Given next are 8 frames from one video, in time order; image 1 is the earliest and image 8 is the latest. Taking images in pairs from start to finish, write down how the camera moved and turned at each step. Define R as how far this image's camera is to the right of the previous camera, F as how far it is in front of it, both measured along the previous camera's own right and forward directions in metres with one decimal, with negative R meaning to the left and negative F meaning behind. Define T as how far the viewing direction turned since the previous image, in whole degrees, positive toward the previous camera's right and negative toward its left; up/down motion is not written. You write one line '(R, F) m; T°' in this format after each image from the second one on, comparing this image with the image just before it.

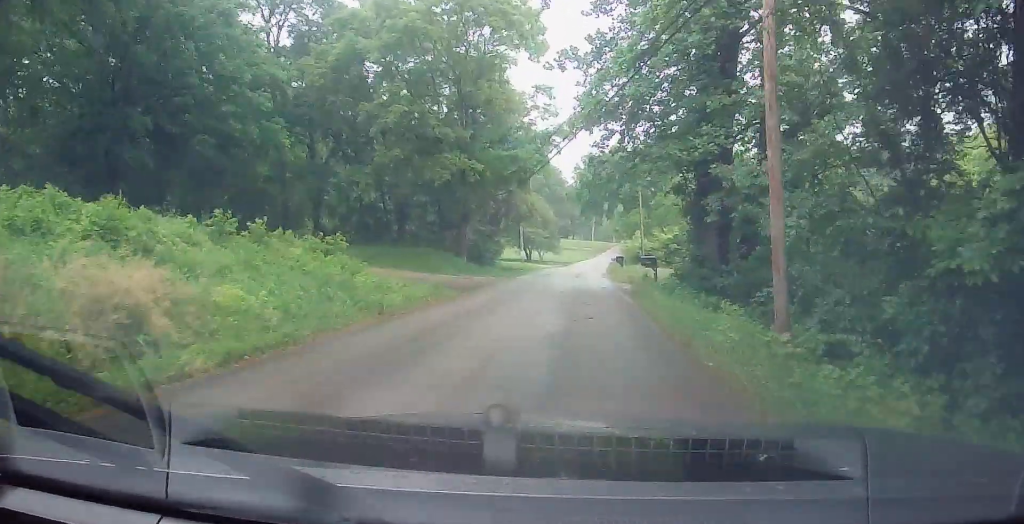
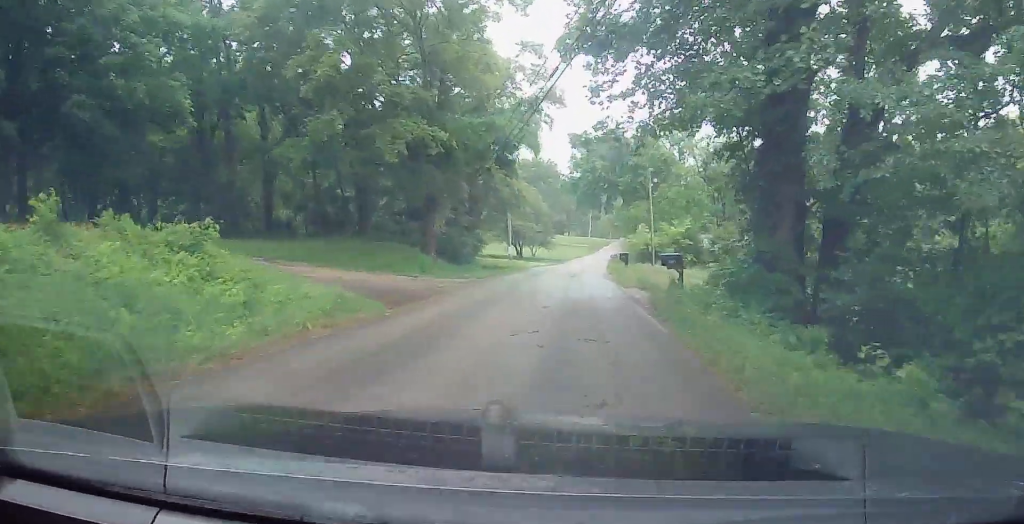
(0.0, +7.7) m; -1°
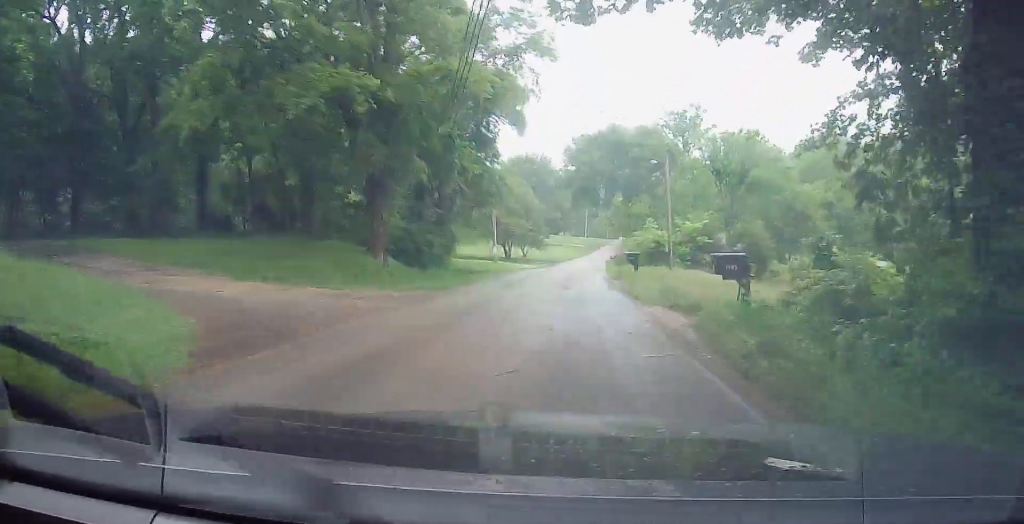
(0.0, +7.8) m; -1°
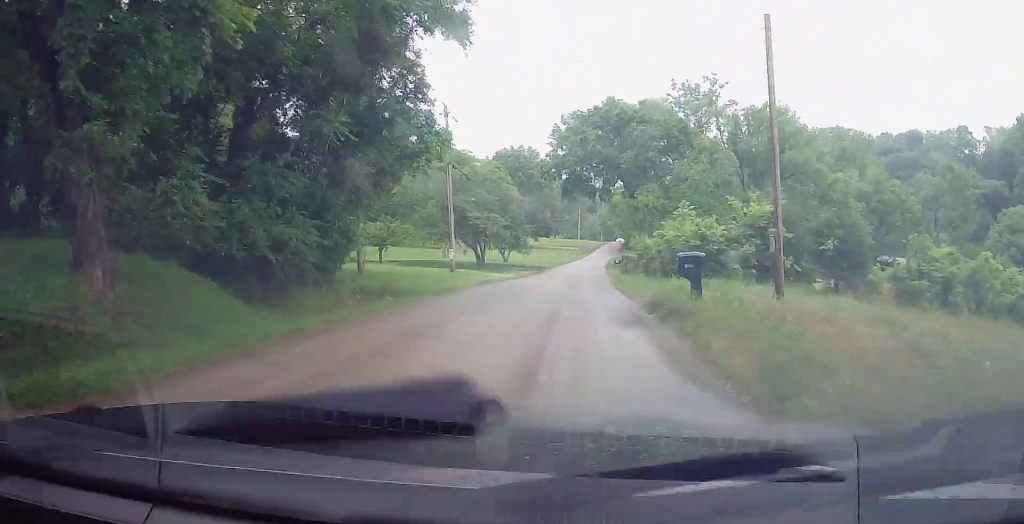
(-0.3, +15.2) m; 0°
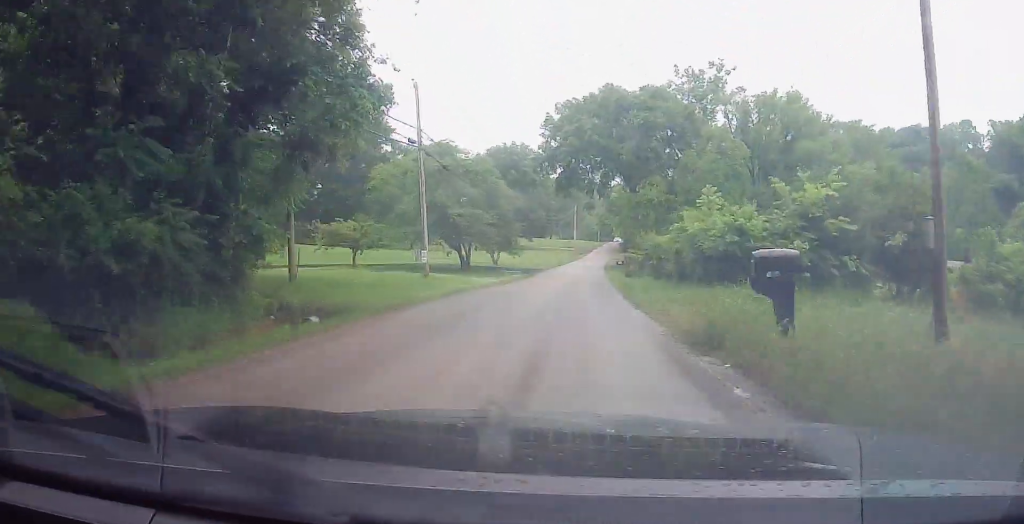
(0.0, +5.7) m; +1°
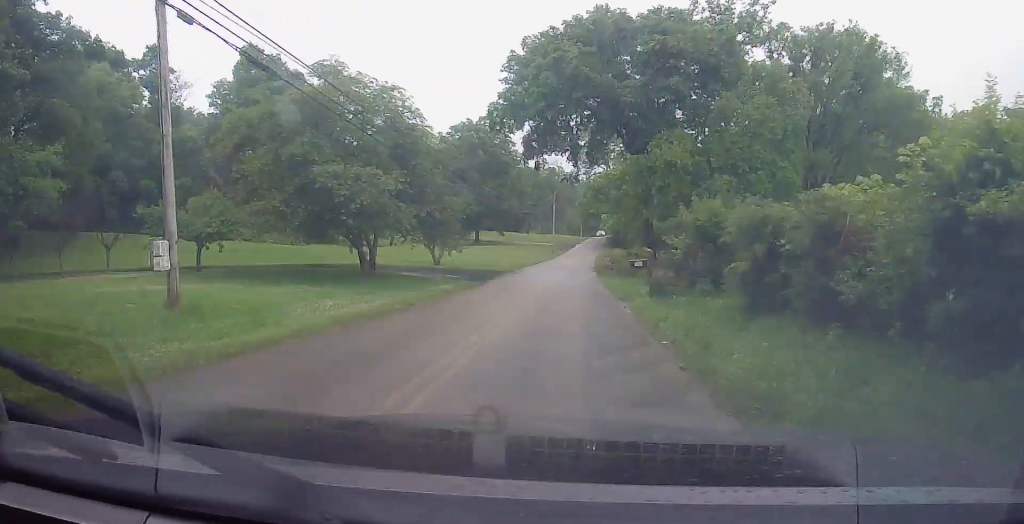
(+0.5, +19.2) m; +2°
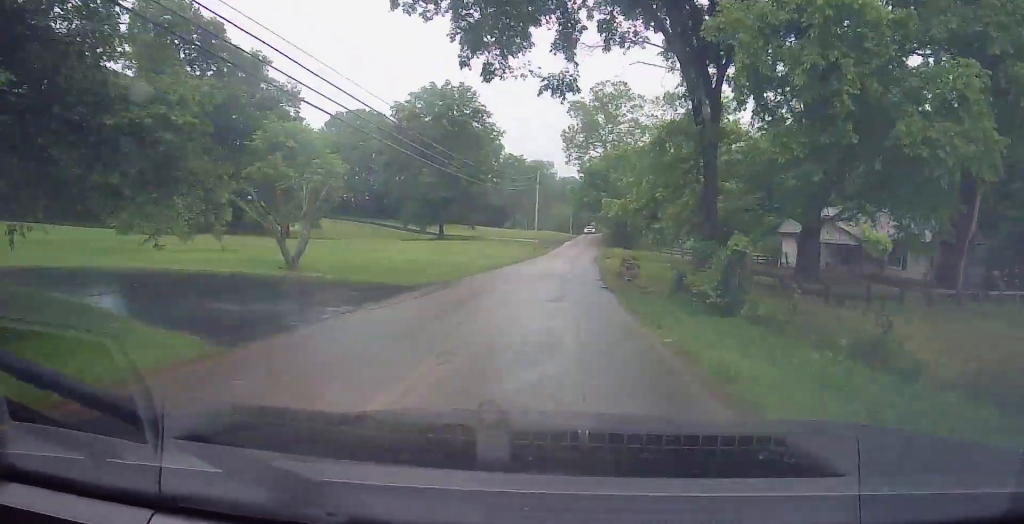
(-0.2, +22.1) m; 0°
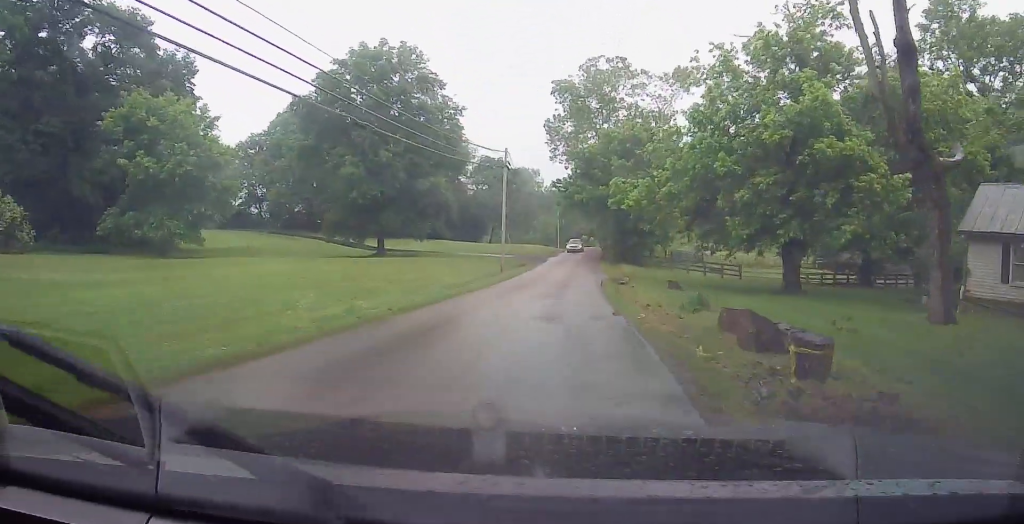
(+0.3, +23.7) m; 0°
